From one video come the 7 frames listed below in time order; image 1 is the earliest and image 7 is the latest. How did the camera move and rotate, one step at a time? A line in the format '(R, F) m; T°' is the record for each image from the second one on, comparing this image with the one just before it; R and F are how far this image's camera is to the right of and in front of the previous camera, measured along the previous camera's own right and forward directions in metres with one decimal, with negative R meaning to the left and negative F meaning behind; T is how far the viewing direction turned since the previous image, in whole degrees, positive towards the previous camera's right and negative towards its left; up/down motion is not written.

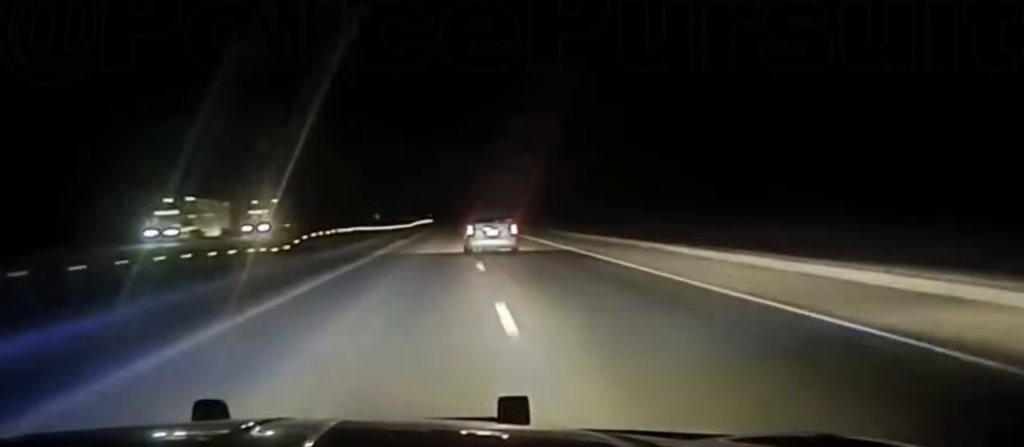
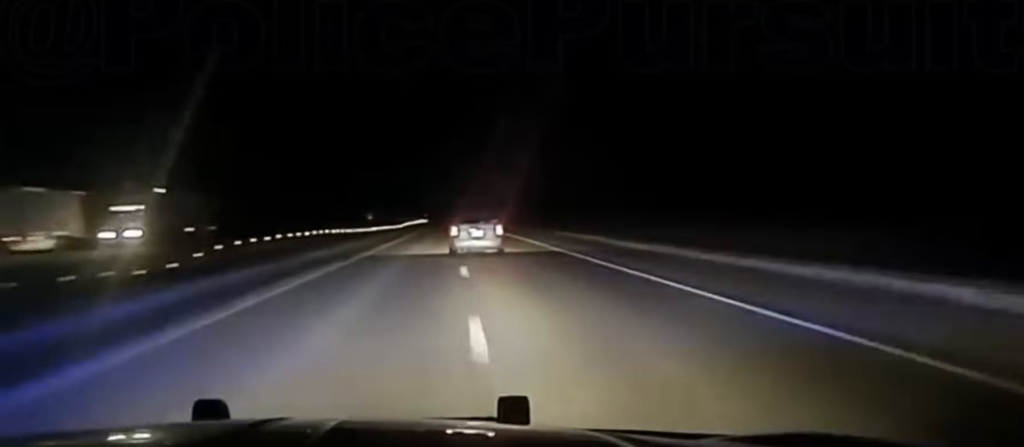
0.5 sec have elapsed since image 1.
(+0.2, +27.2) m; 0°
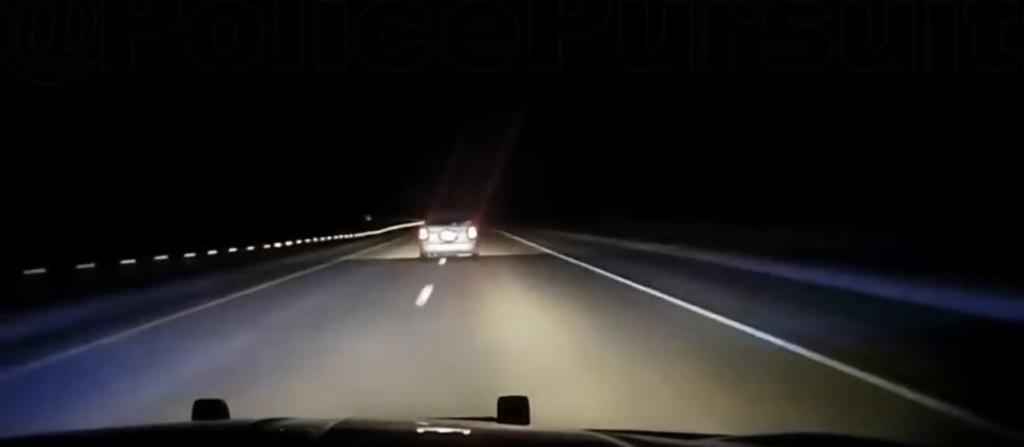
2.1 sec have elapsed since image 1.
(-0.5, +91.2) m; -1°
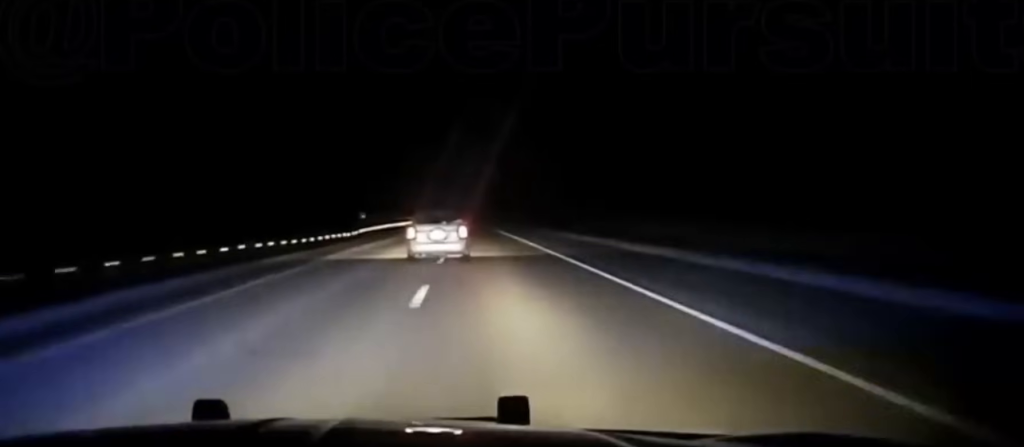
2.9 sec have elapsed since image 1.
(-0.1, +37.7) m; 0°
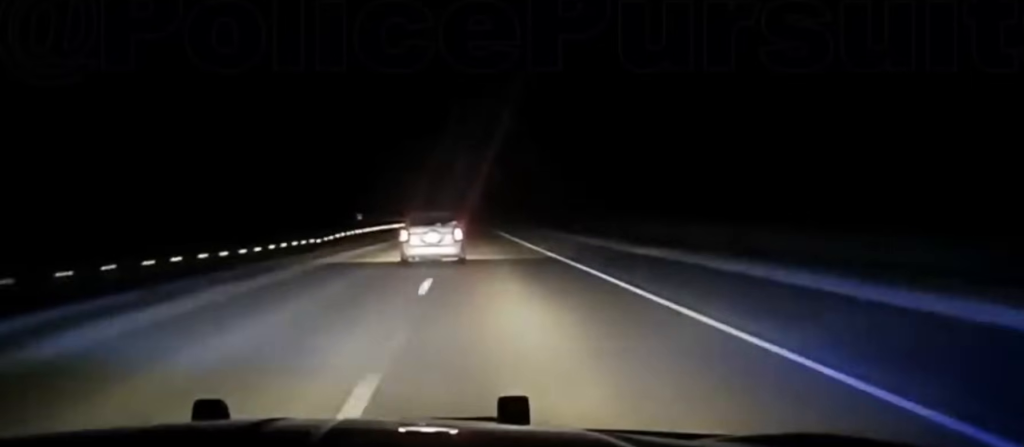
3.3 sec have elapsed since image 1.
(+0.1, +21.2) m; 0°
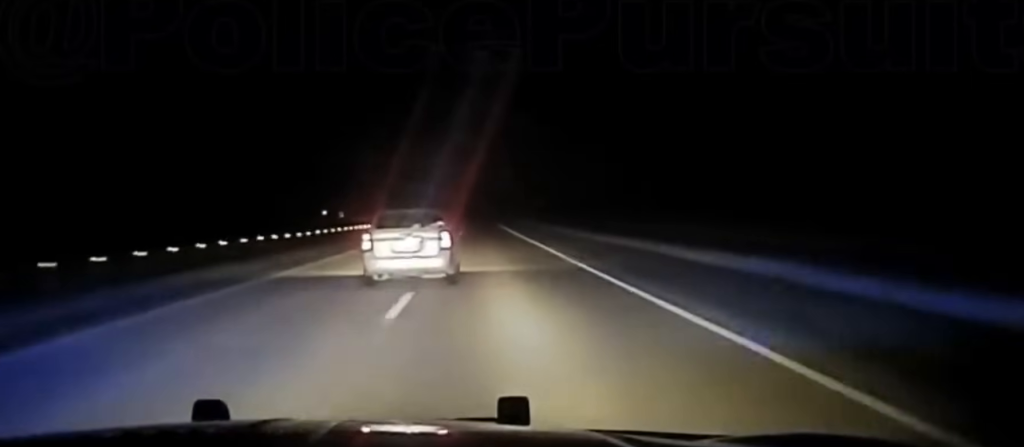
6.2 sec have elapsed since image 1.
(-1.1, +132.3) m; -1°
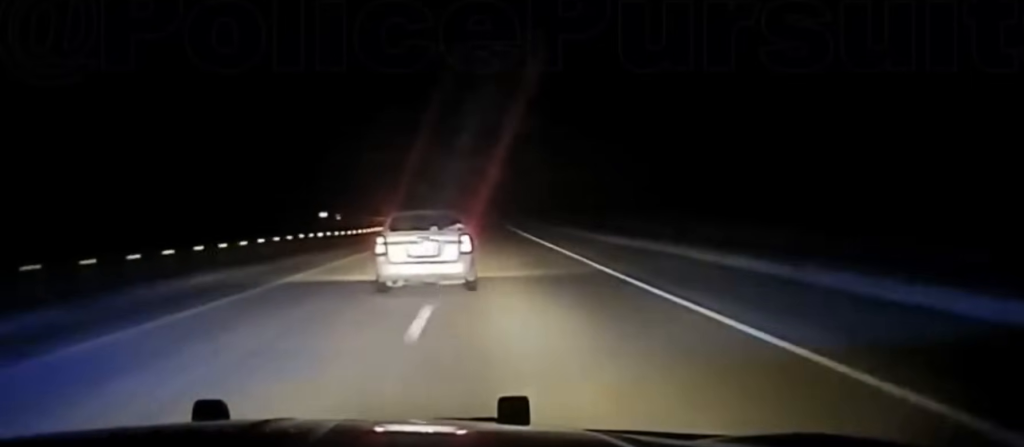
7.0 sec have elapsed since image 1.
(0.0, +40.3) m; 0°
